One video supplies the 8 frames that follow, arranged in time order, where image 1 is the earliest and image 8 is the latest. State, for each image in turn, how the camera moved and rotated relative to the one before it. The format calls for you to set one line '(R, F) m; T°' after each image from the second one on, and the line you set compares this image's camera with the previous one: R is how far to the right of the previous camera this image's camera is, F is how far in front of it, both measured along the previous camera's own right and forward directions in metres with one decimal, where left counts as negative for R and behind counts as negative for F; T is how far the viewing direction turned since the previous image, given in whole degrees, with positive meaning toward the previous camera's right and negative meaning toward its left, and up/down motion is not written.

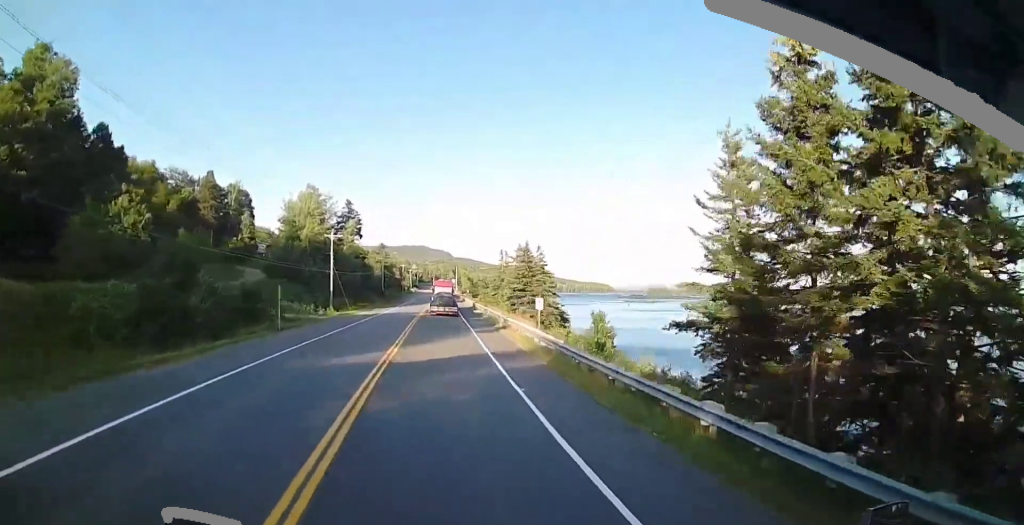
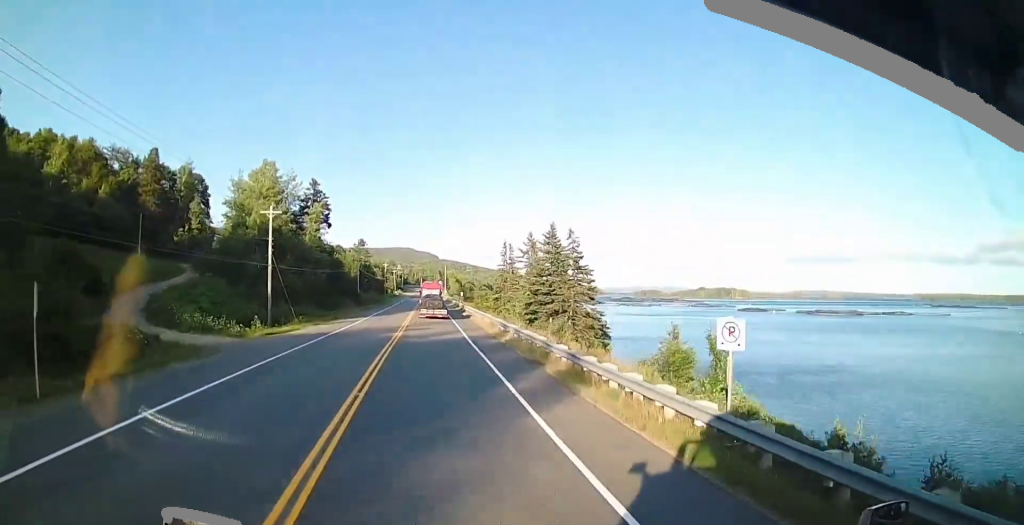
(0.0, +21.1) m; 0°
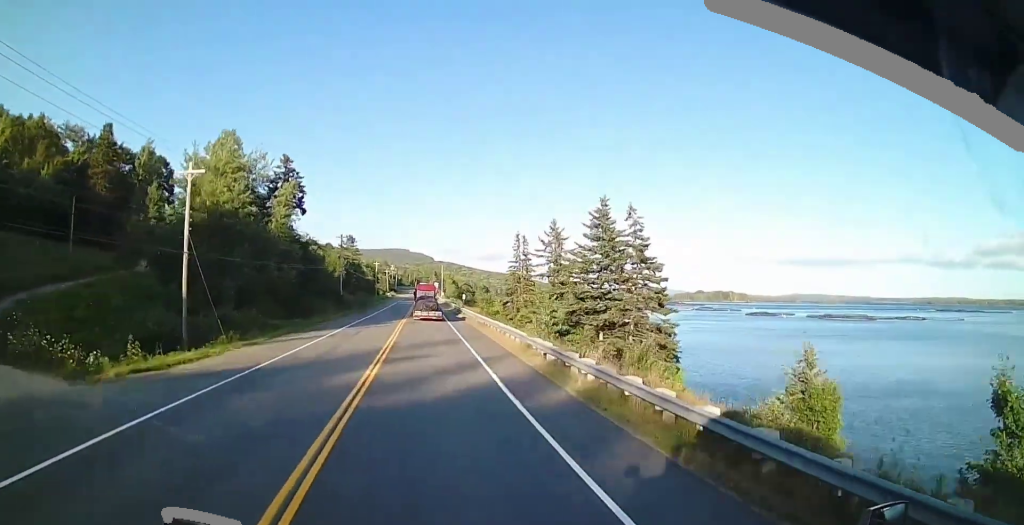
(0.0, +15.4) m; 0°
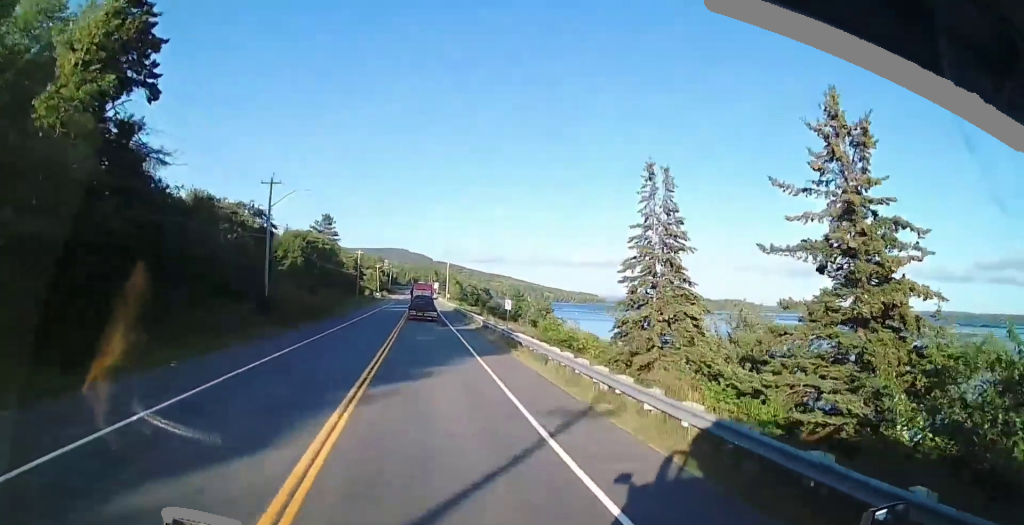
(+0.1, +40.9) m; 0°
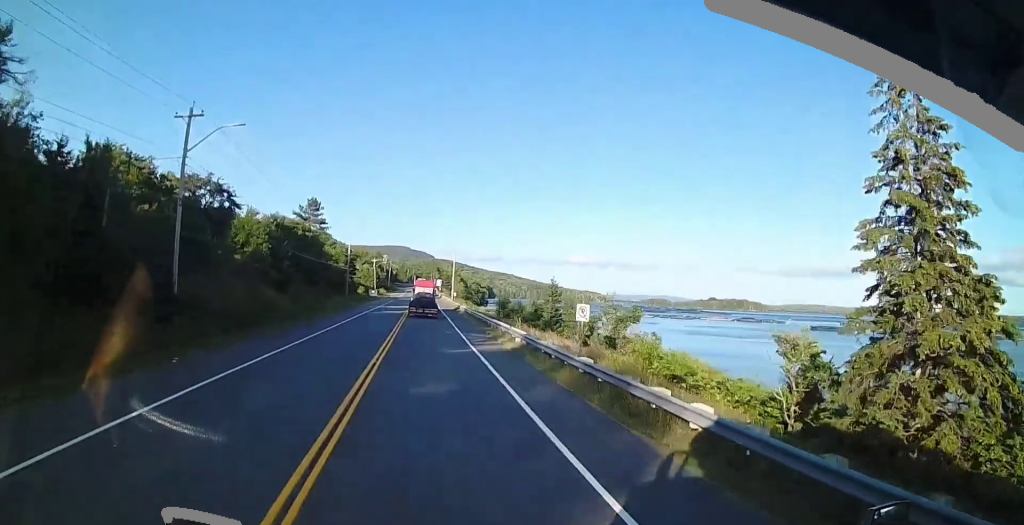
(0.0, +17.5) m; +1°
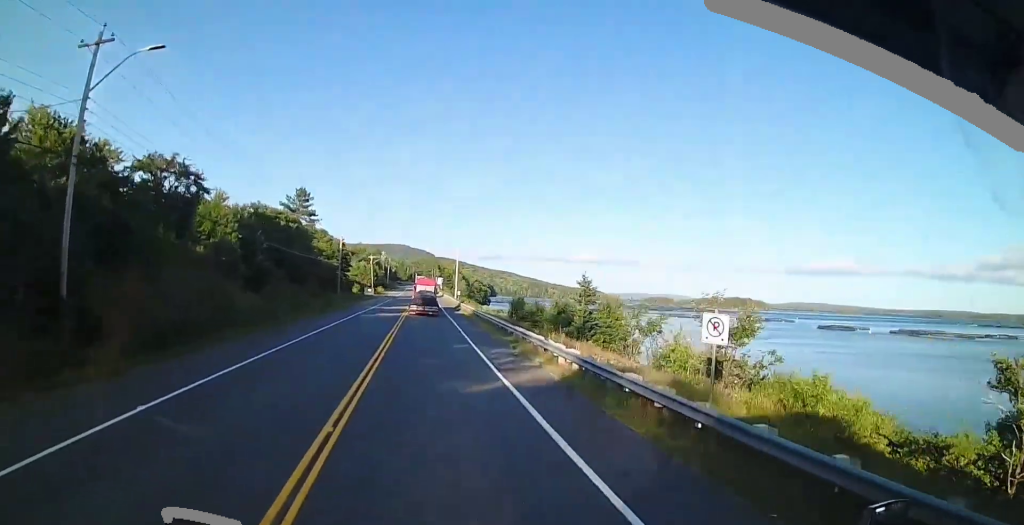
(0.0, +9.8) m; +1°
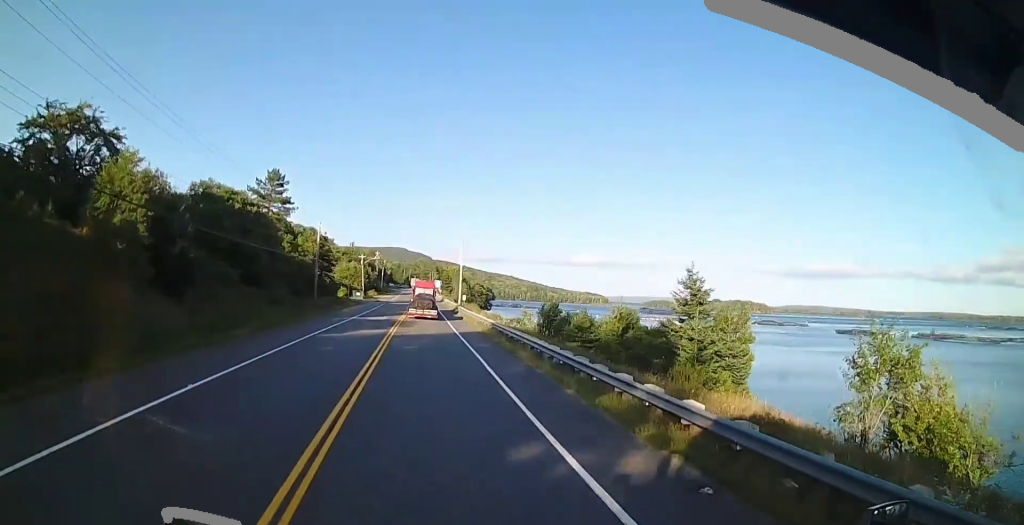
(+0.2, +16.6) m; +1°
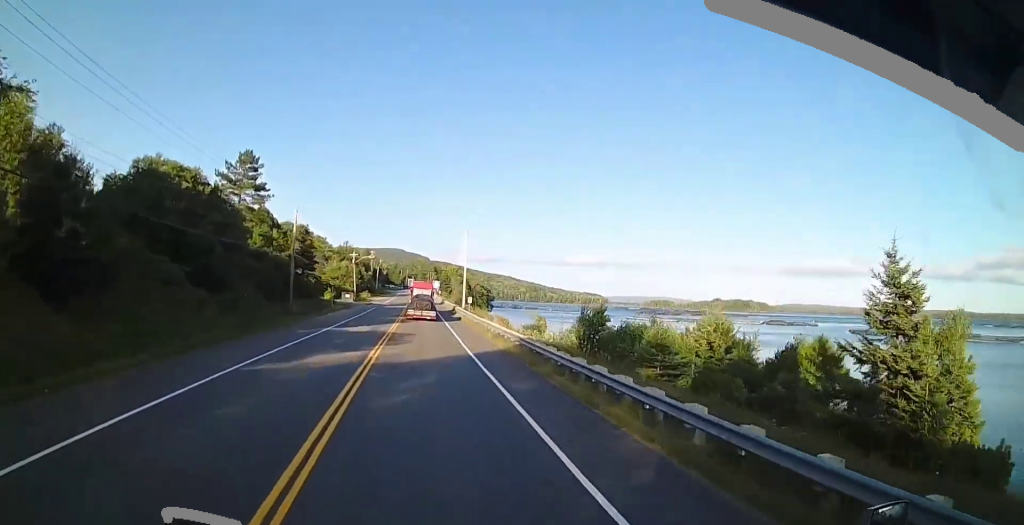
(+0.1, +11.7) m; 0°
